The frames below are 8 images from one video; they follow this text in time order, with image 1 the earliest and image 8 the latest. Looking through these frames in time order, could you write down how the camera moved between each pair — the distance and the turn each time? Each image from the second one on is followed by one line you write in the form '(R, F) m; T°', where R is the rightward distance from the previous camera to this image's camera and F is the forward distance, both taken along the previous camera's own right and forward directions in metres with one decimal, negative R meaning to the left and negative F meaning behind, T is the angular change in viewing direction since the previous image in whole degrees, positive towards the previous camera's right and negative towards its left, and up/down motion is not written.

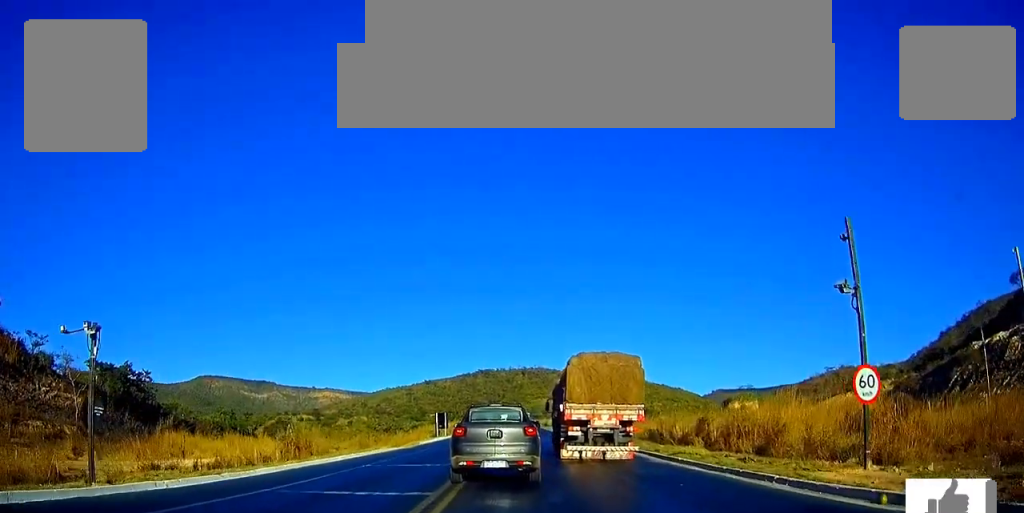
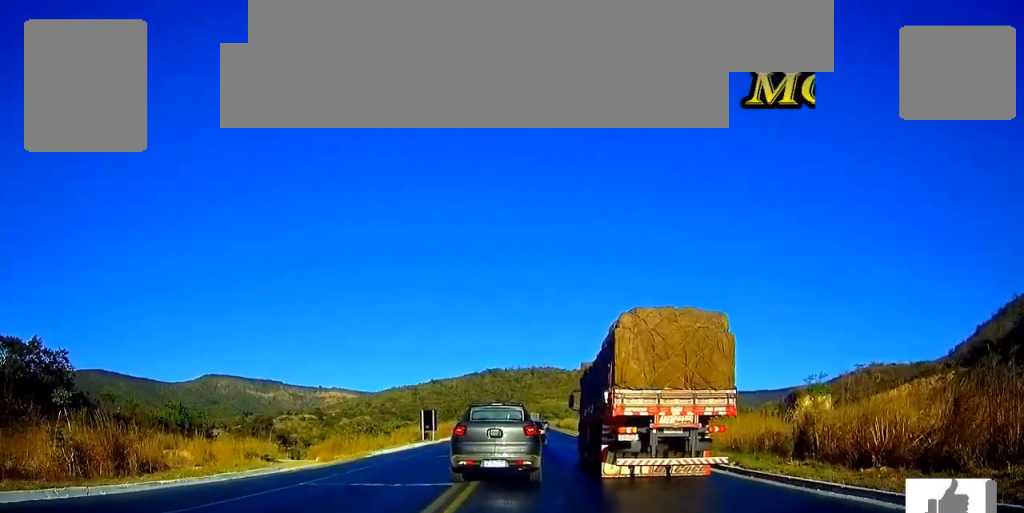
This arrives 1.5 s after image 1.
(+0.1, +19.4) m; 0°
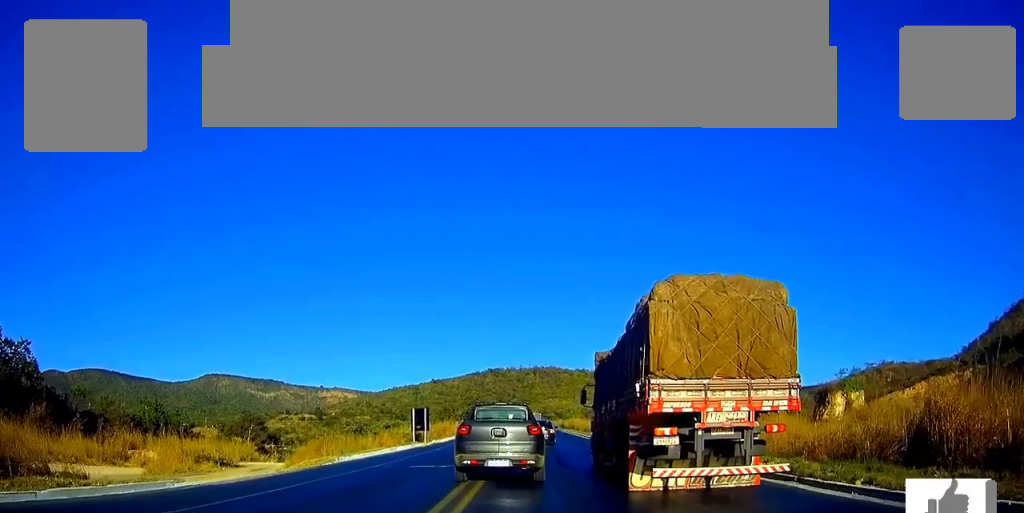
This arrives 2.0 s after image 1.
(0.0, +6.8) m; 0°
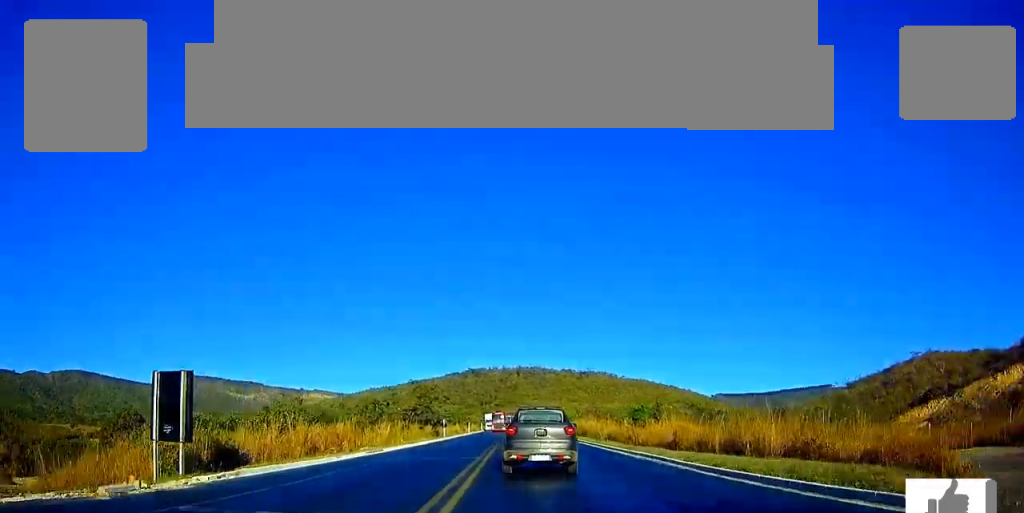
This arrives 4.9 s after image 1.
(+0.3, +41.8) m; +1°
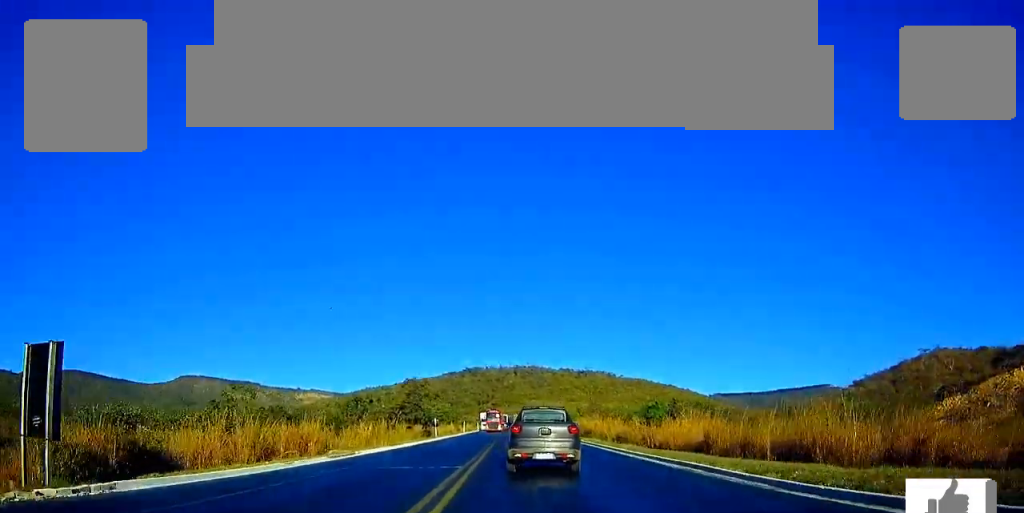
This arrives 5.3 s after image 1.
(0.0, +6.7) m; 0°
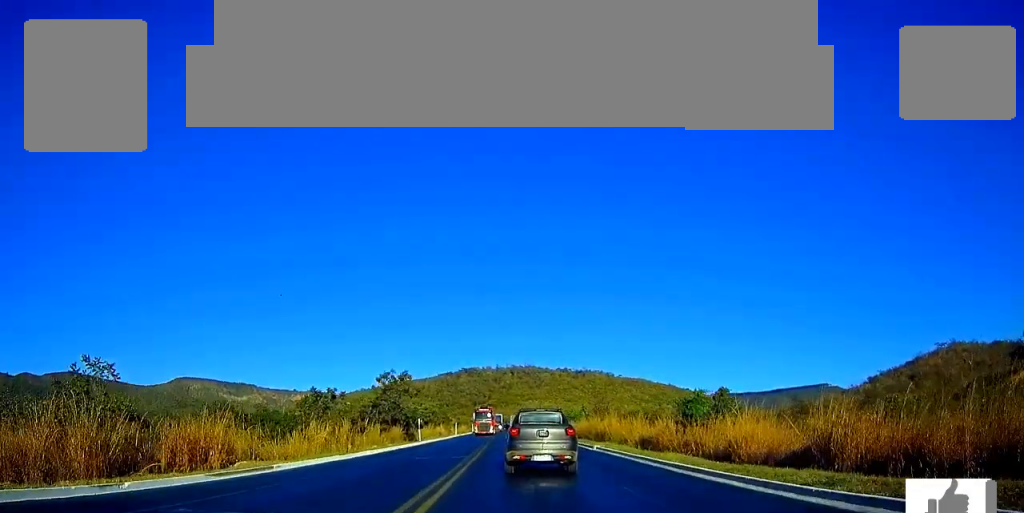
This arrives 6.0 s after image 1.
(0.0, +10.6) m; 0°
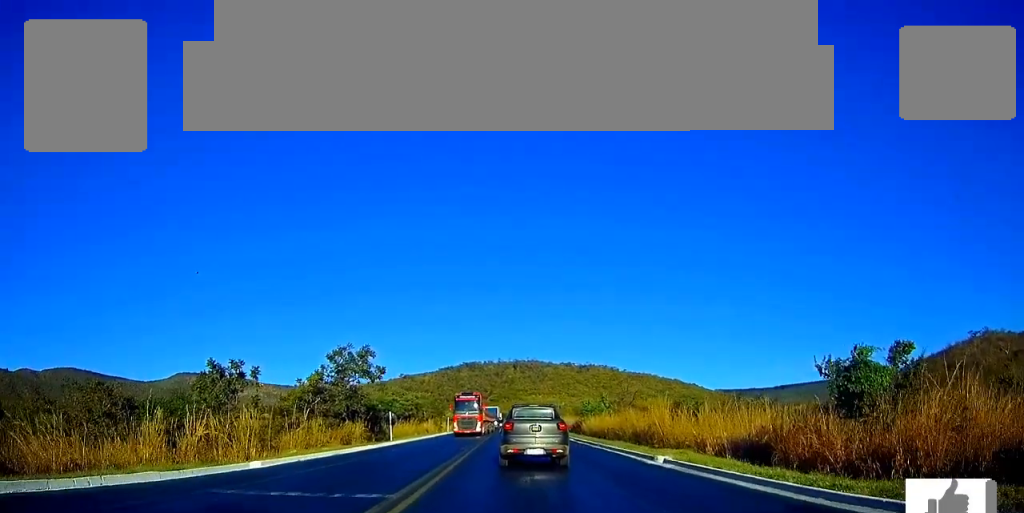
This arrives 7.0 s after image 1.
(0.0, +17.2) m; 0°
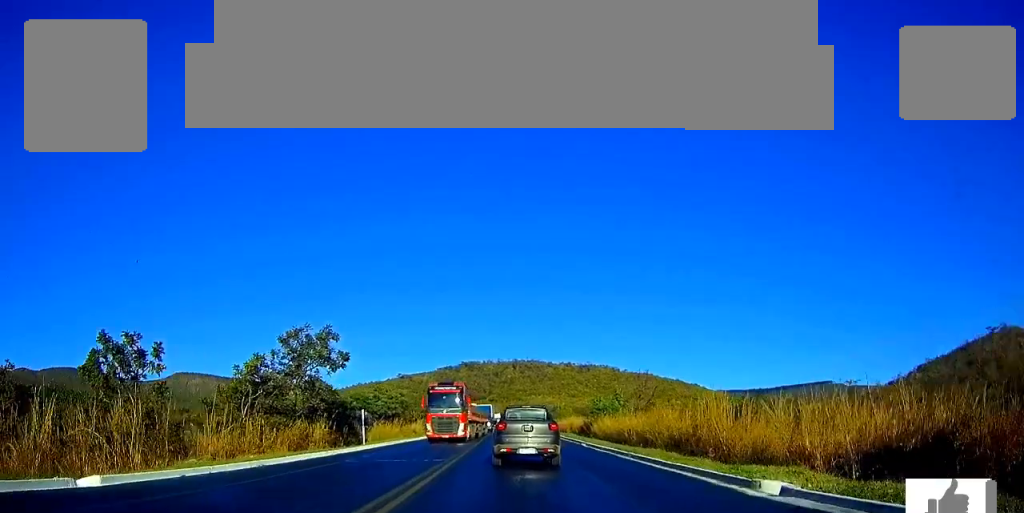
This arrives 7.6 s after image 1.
(0.0, +8.7) m; 0°
